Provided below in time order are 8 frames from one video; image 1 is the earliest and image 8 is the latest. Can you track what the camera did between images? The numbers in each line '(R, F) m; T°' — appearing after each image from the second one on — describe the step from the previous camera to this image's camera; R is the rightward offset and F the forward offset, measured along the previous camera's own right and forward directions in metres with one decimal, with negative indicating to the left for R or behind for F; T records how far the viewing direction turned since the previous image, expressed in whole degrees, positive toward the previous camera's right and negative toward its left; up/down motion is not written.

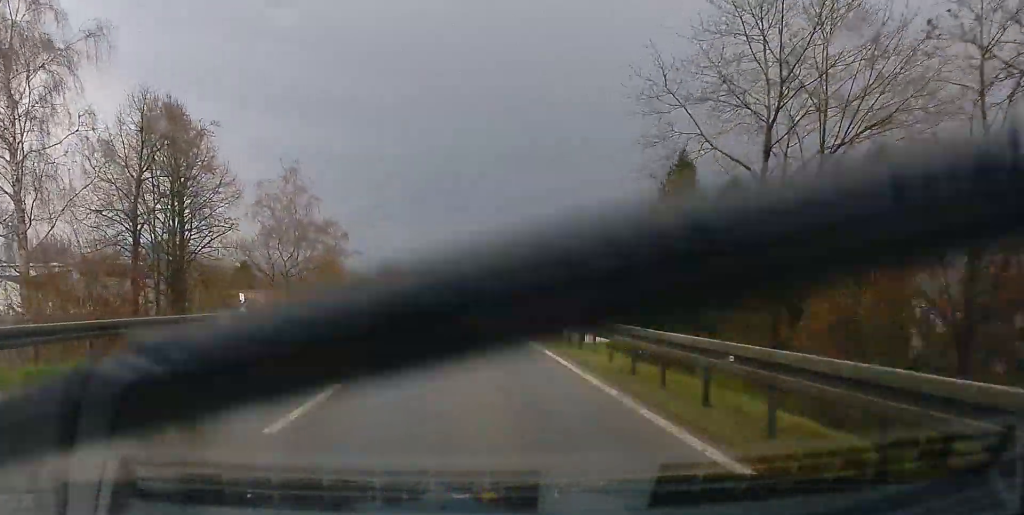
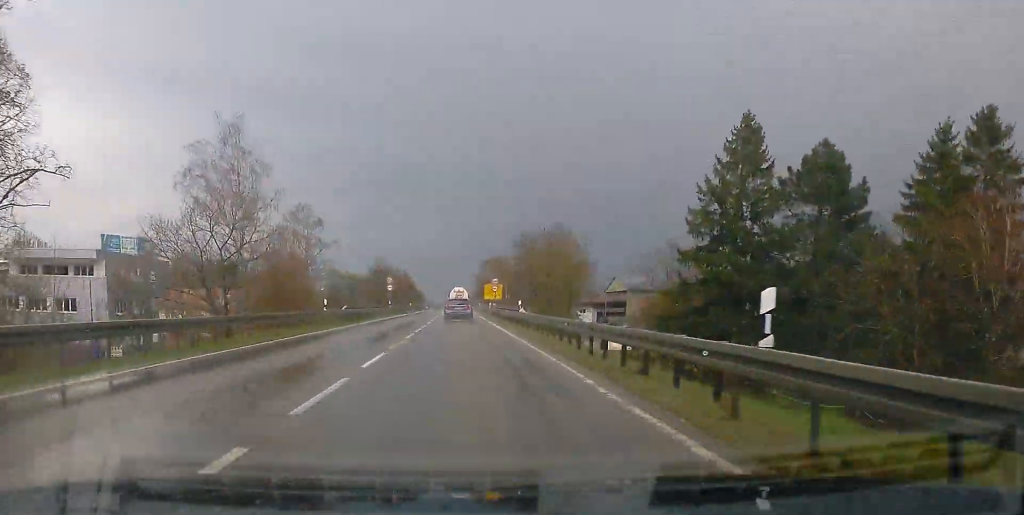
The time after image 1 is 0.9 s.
(+0.2, +16.0) m; 0°
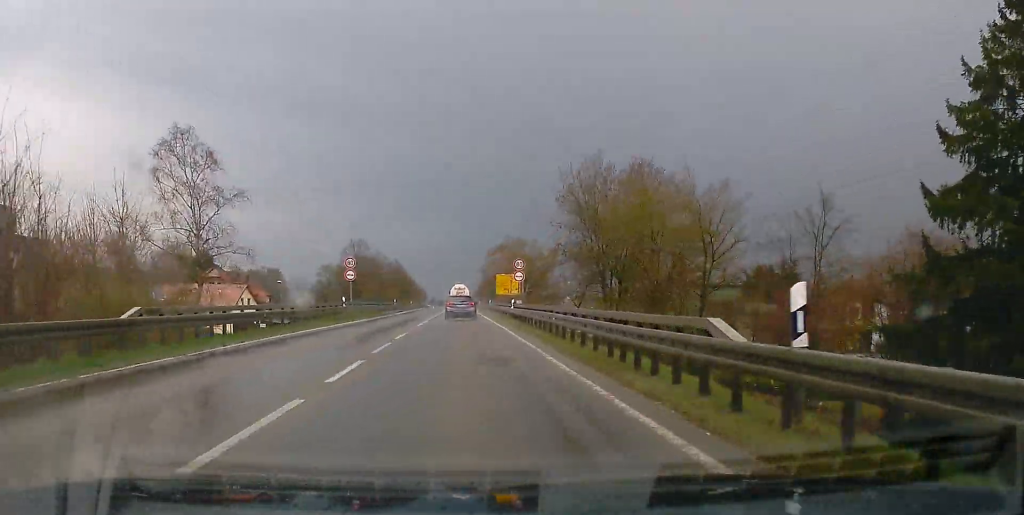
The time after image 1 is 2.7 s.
(-0.4, +30.0) m; -1°
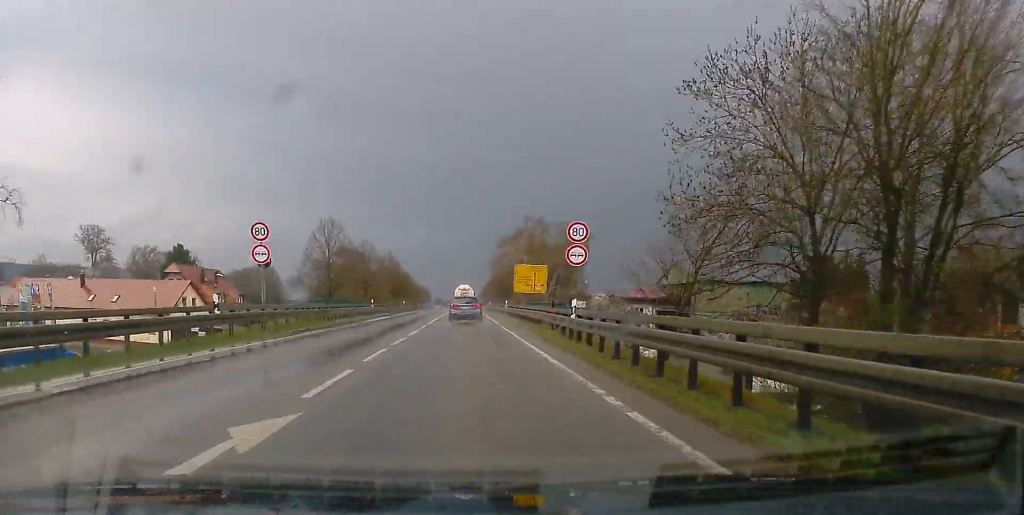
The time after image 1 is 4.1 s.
(-0.1, +23.9) m; 0°
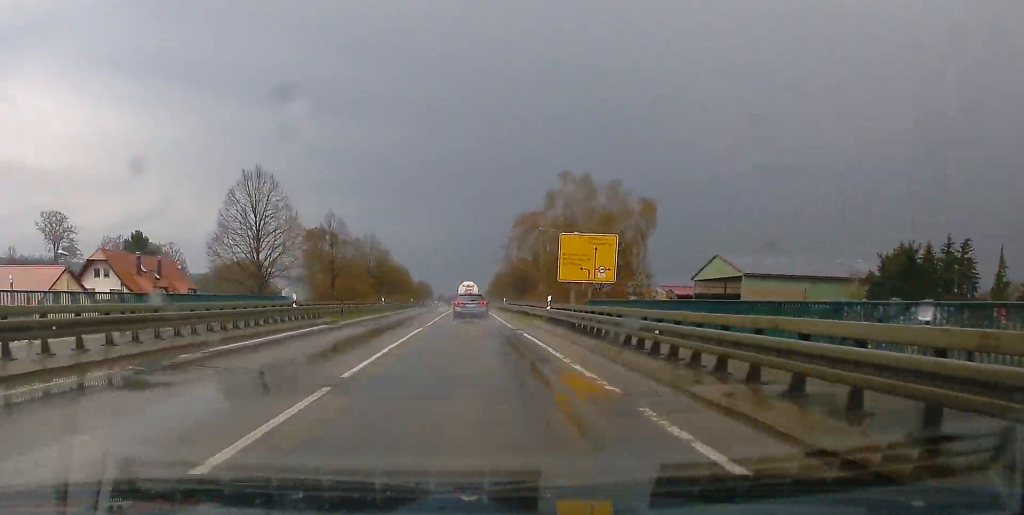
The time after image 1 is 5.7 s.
(0.0, +28.6) m; 0°
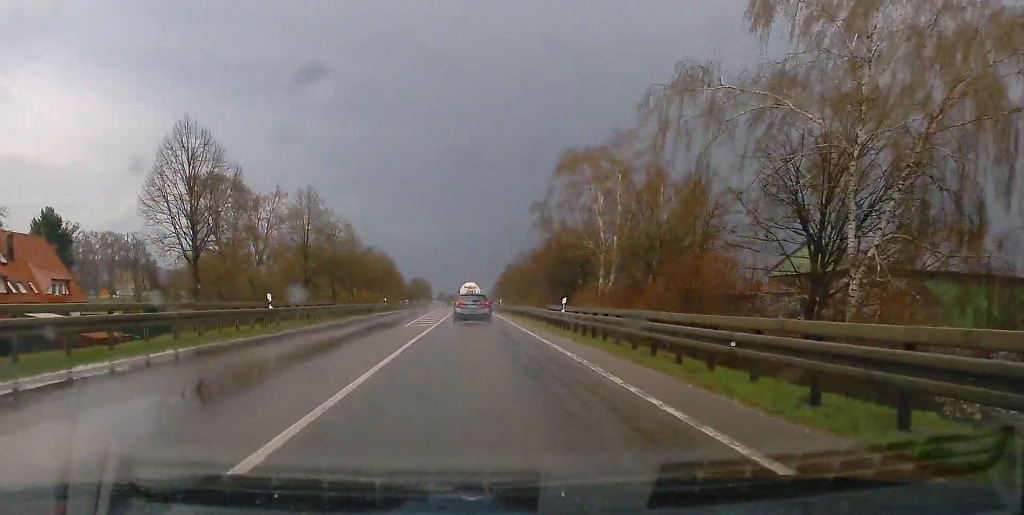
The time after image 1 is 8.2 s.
(-0.1, +43.0) m; 0°
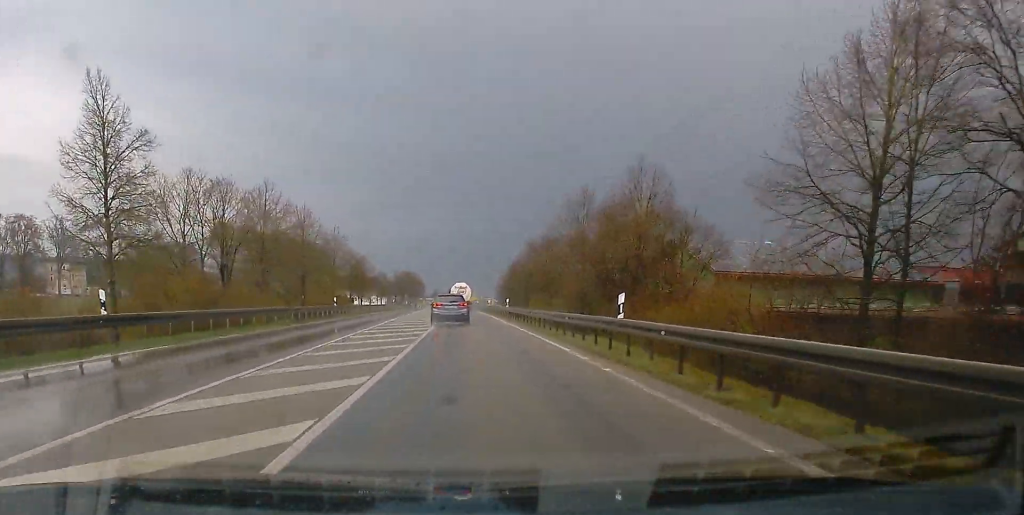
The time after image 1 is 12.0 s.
(+0.6, +64.7) m; 0°
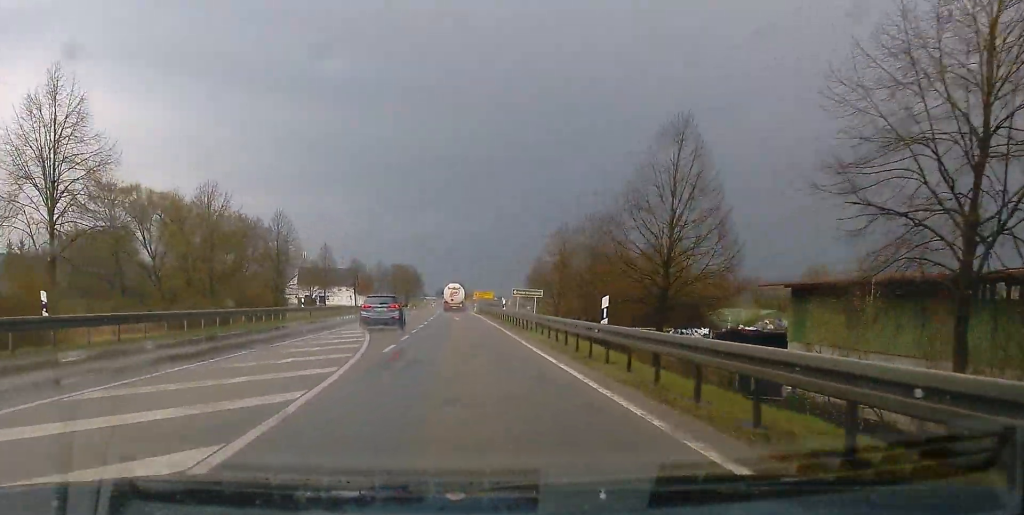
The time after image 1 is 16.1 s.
(-0.5, +71.4) m; 0°
